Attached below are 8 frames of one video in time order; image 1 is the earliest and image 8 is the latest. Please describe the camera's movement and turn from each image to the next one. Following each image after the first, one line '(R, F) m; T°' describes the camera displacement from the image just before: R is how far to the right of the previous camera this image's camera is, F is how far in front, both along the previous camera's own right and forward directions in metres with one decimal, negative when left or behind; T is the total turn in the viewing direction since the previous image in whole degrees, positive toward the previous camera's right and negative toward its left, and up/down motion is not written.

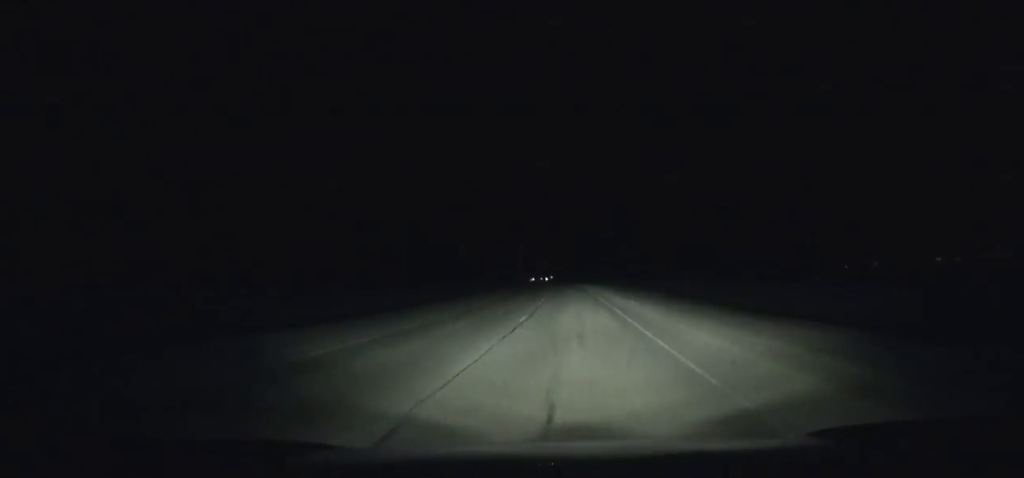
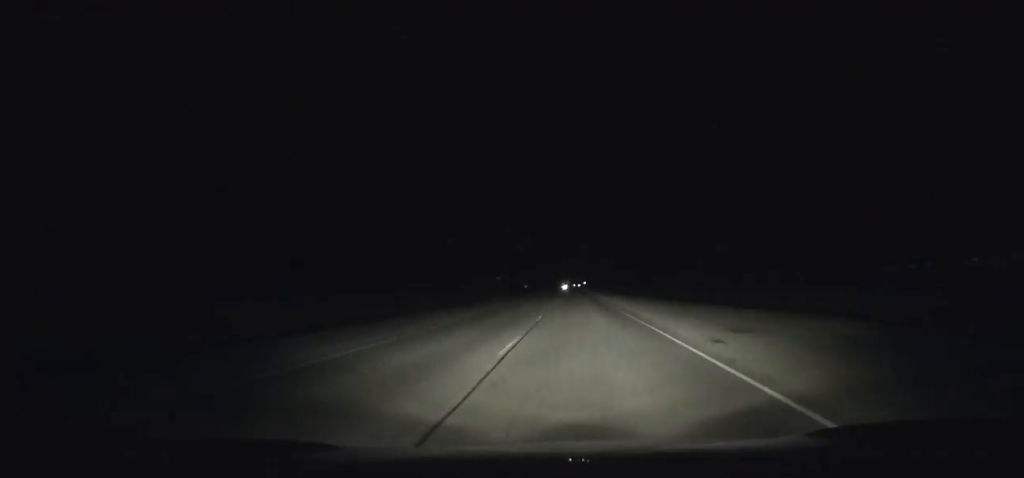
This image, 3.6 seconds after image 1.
(-4.0, +106.5) m; -4°
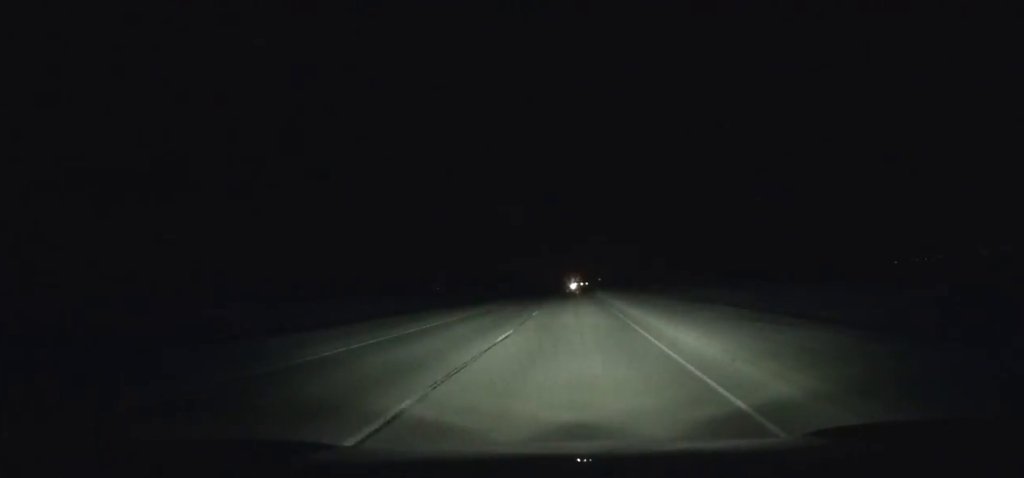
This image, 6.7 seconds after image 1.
(-1.7, +94.3) m; -1°
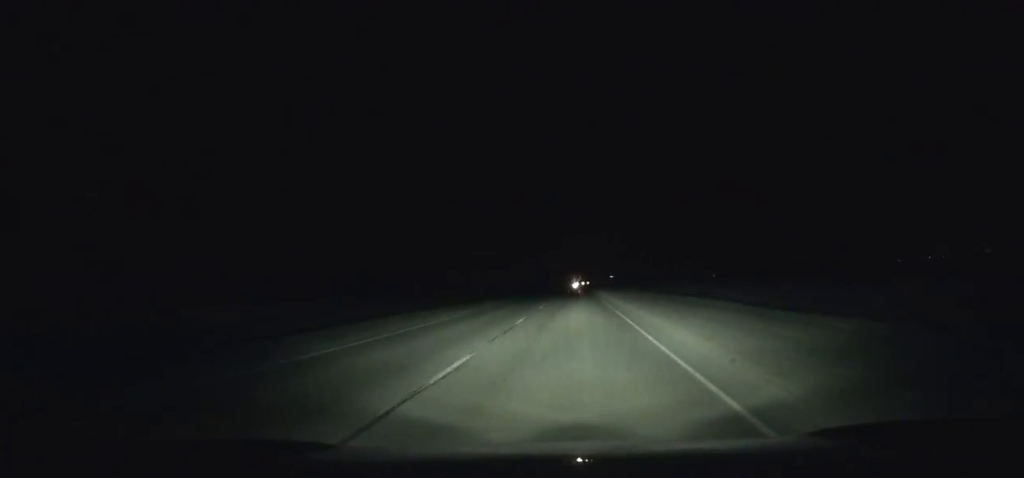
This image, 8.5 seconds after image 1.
(-0.3, +55.6) m; 0°
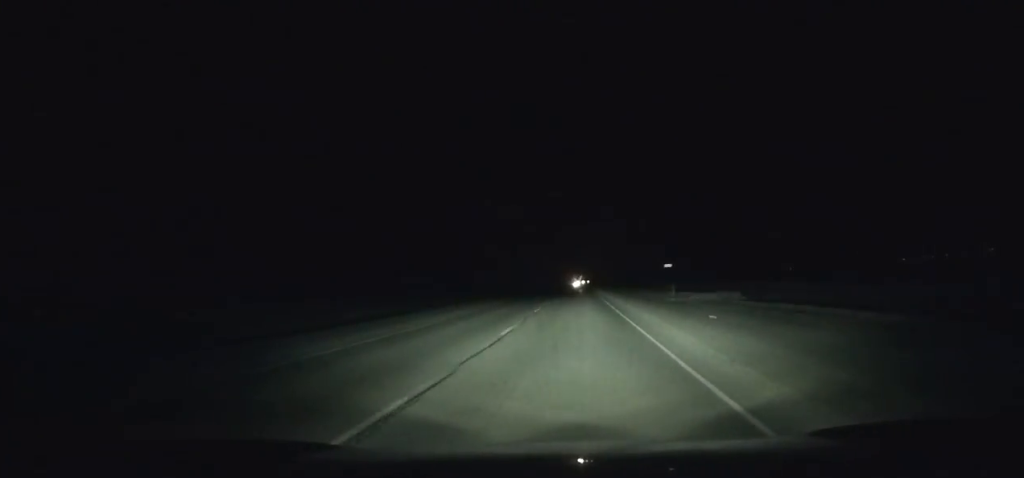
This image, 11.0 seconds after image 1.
(-0.1, +77.7) m; 0°
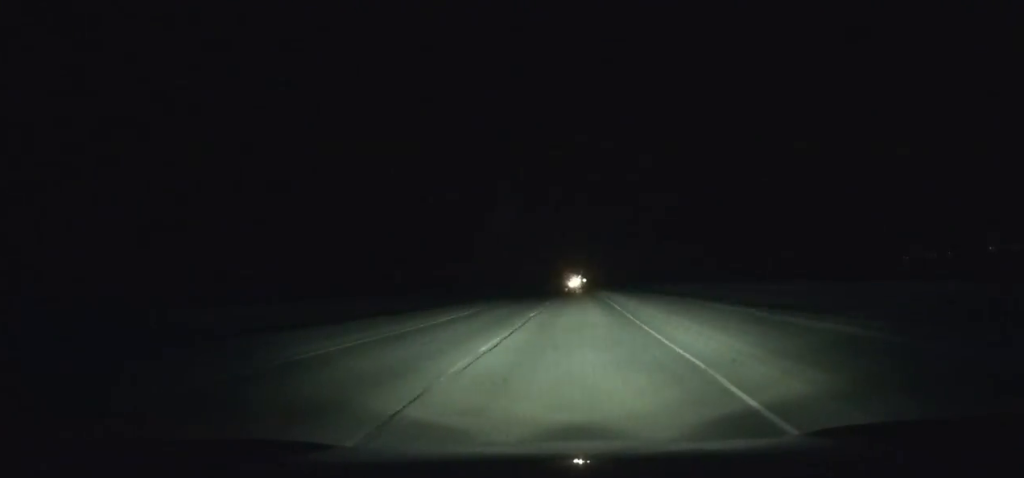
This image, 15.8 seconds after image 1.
(-0.5, +150.0) m; 0°
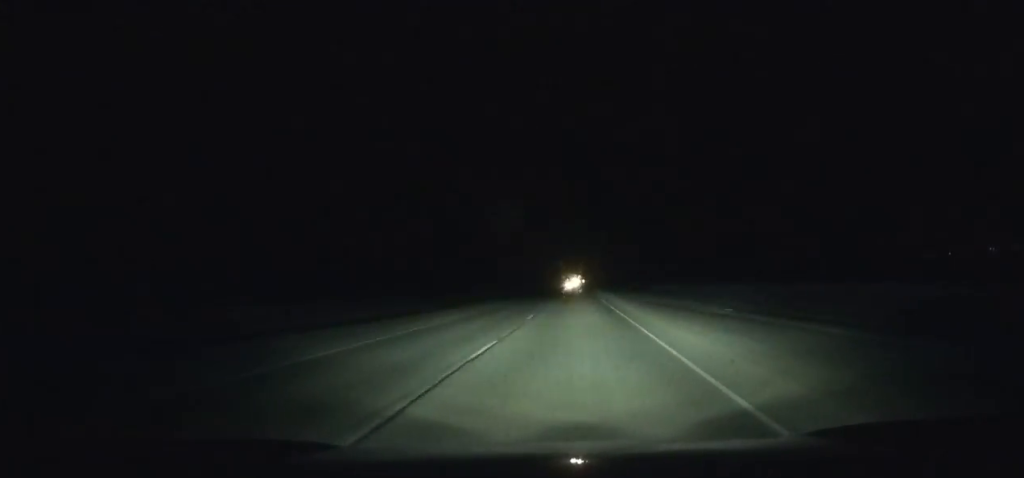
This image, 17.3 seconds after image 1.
(0.0, +46.7) m; 0°
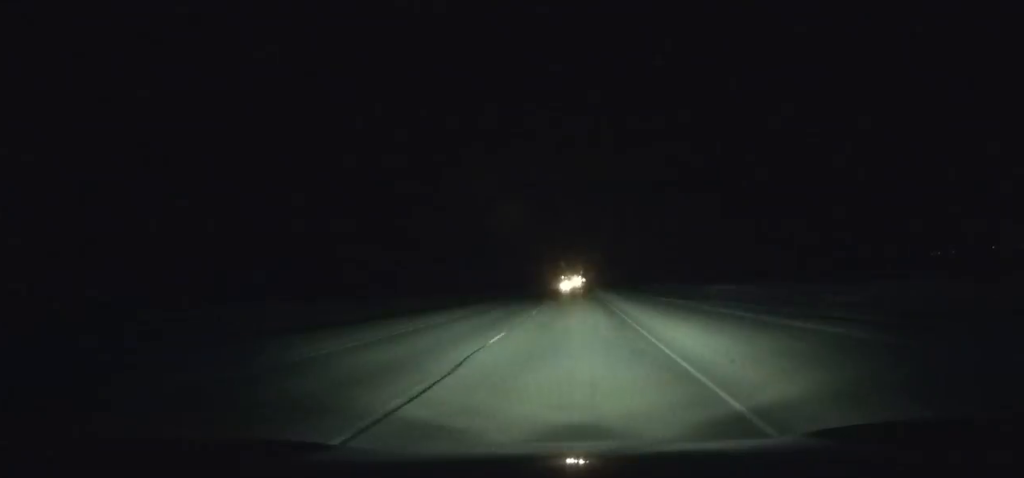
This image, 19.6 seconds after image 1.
(+0.2, +71.2) m; 0°
